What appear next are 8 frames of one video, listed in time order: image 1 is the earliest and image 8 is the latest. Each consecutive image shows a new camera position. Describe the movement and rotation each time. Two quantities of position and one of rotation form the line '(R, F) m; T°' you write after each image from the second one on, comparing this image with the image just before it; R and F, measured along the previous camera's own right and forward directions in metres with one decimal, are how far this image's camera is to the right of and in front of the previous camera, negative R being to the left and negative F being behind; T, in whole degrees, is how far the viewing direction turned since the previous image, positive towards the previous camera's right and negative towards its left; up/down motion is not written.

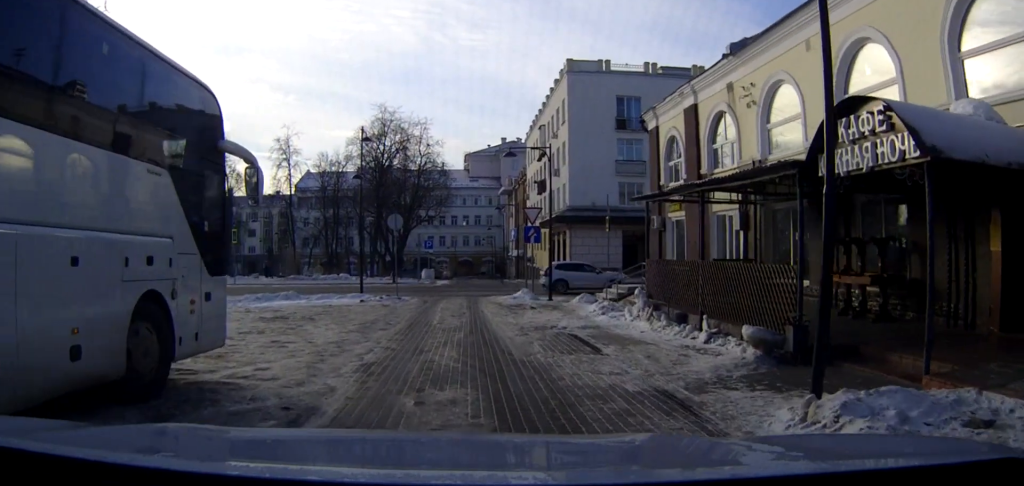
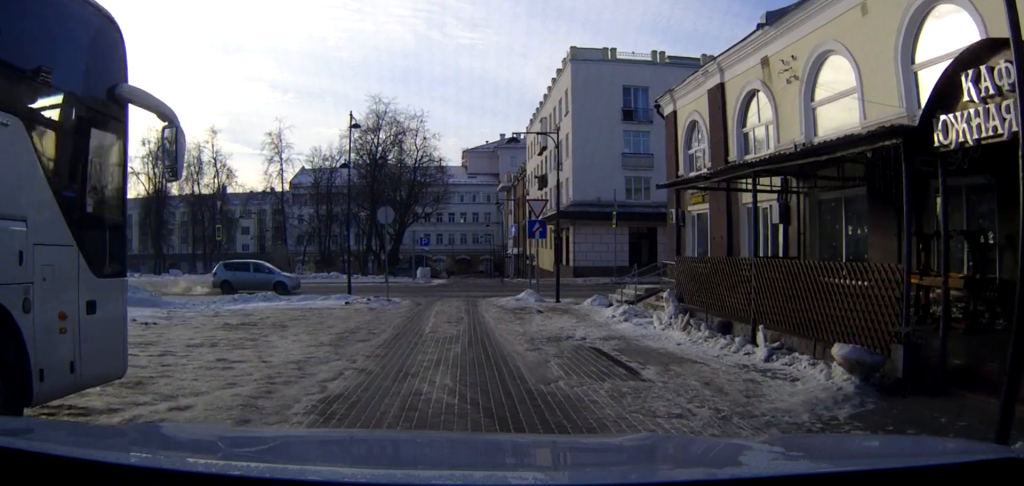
(0.0, +2.7) m; 0°
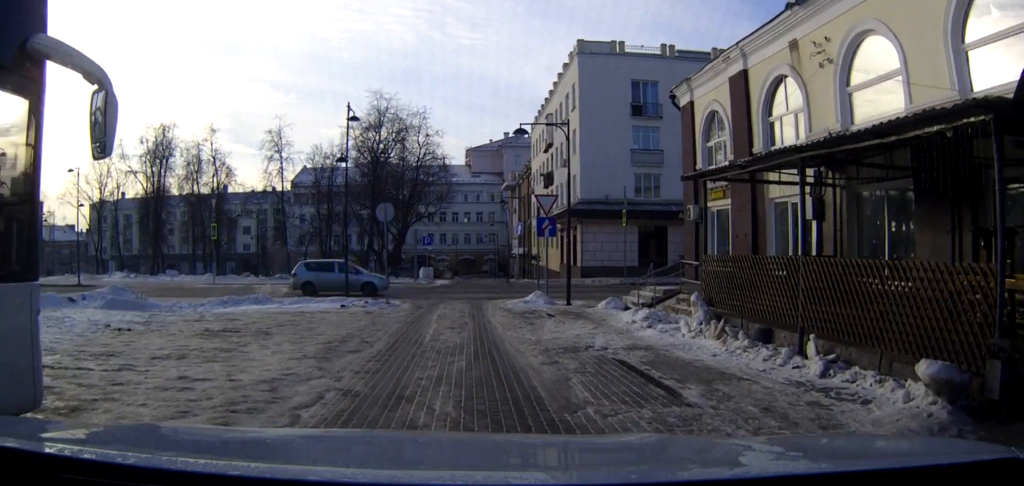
(0.0, +1.6) m; 0°
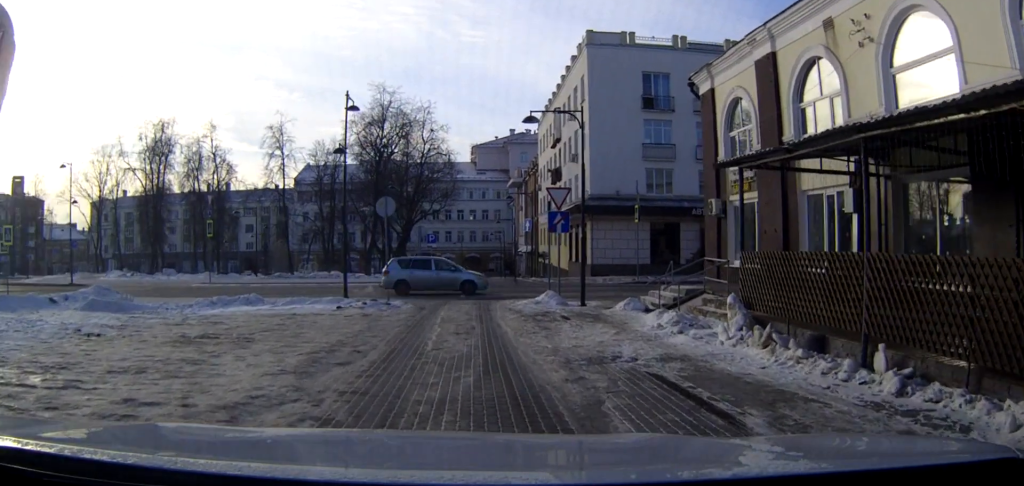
(0.0, +1.7) m; 0°
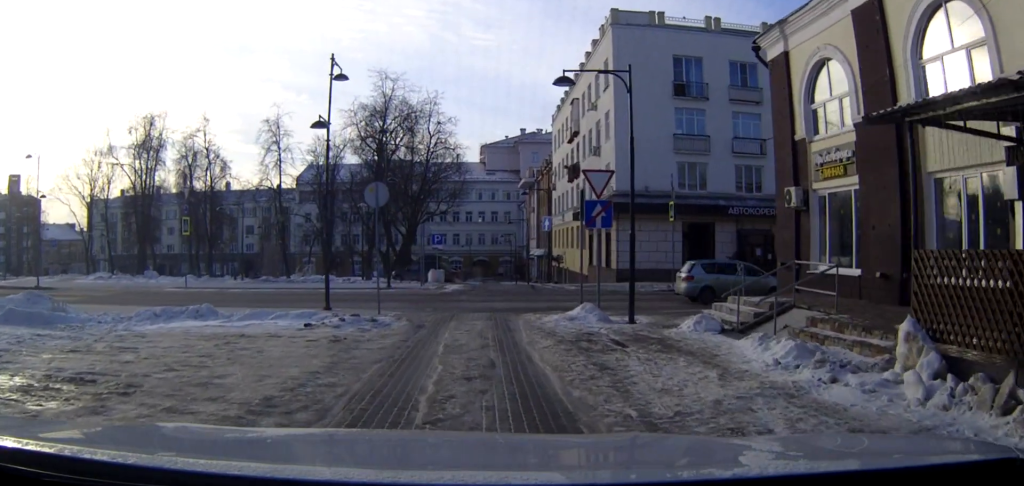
(0.0, +5.2) m; 0°
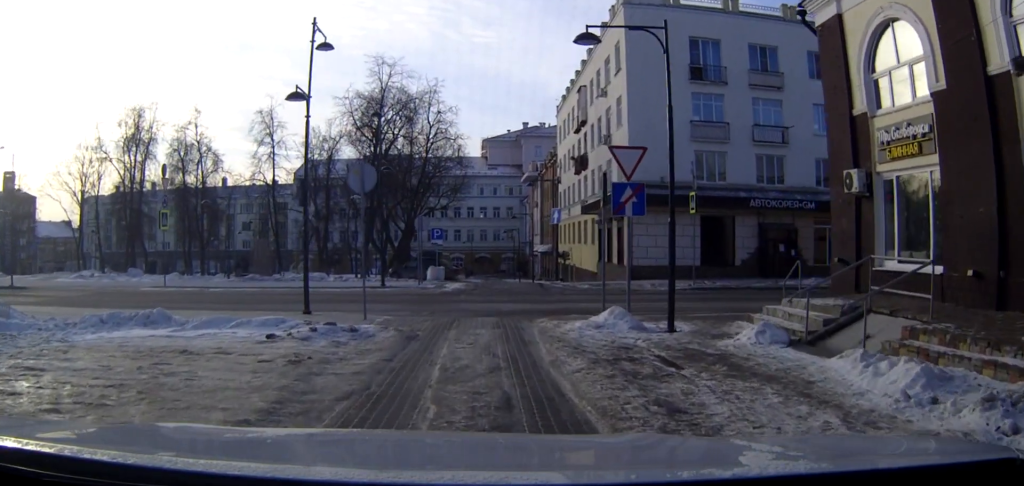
(0.0, +3.1) m; -1°
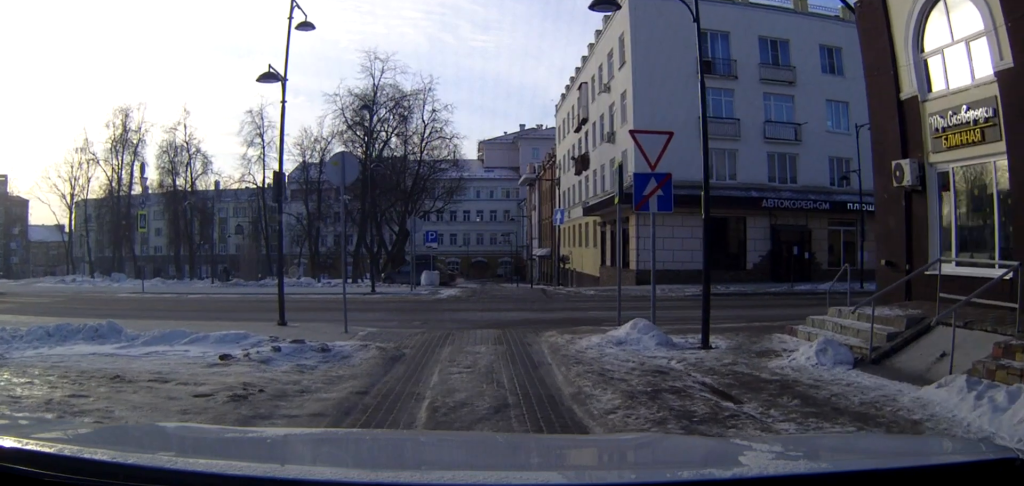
(0.0, +2.2) m; -1°
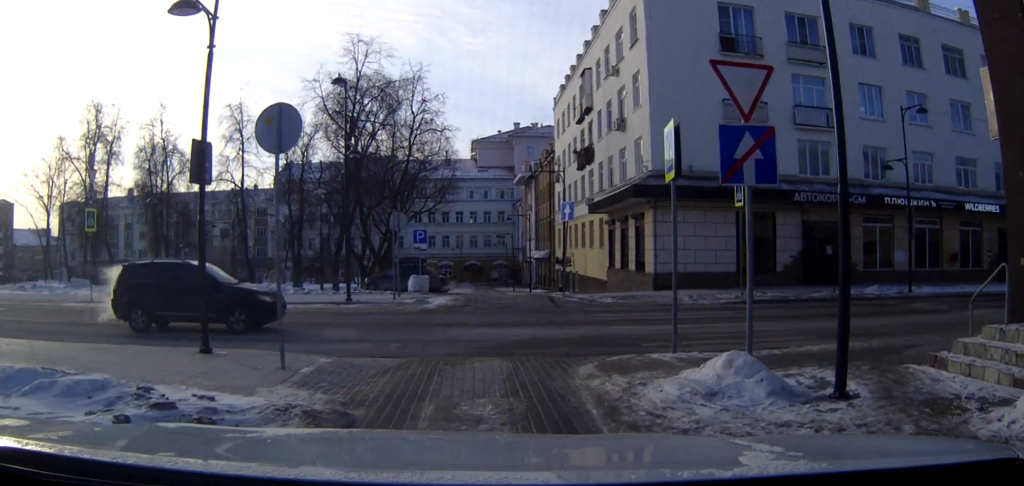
(0.0, +4.9) m; 0°
